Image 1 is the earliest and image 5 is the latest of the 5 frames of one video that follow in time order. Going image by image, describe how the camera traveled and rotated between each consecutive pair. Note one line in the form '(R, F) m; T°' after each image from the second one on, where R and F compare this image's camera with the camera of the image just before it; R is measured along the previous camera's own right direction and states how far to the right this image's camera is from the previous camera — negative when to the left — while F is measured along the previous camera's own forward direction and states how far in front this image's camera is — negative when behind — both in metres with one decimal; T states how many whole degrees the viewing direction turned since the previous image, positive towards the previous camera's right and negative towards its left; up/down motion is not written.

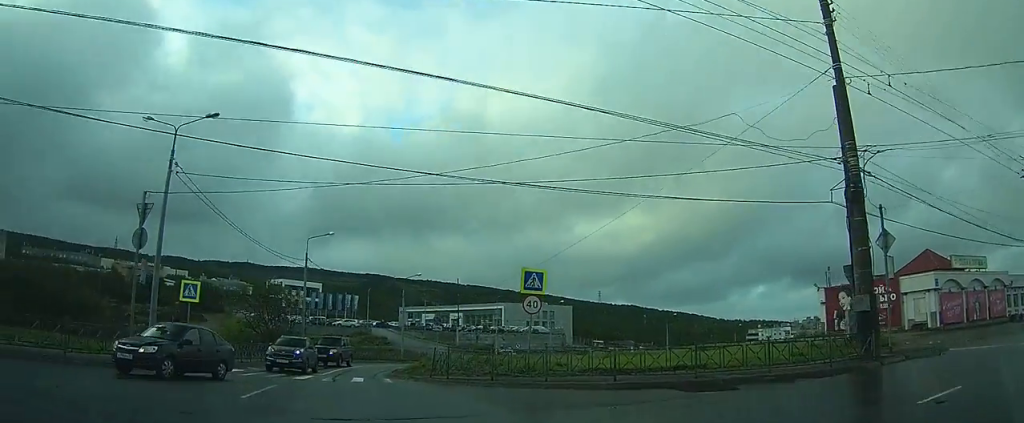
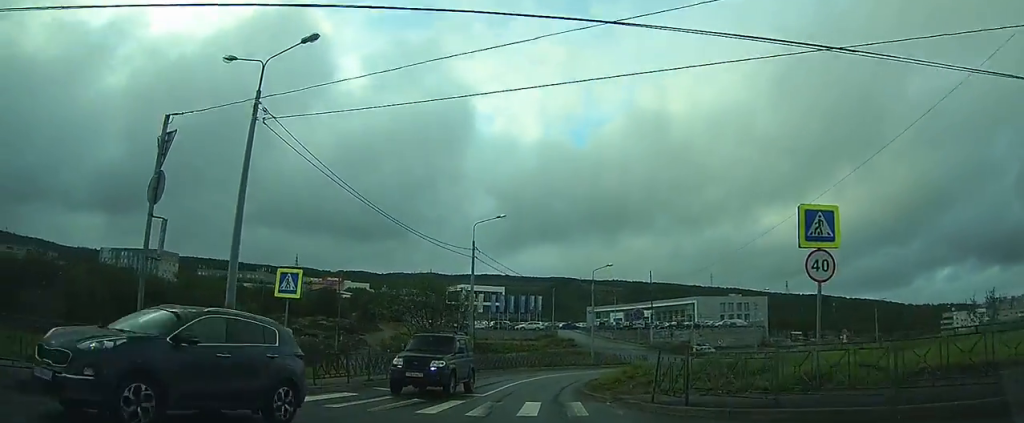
(-3.9, +7.7) m; -35°
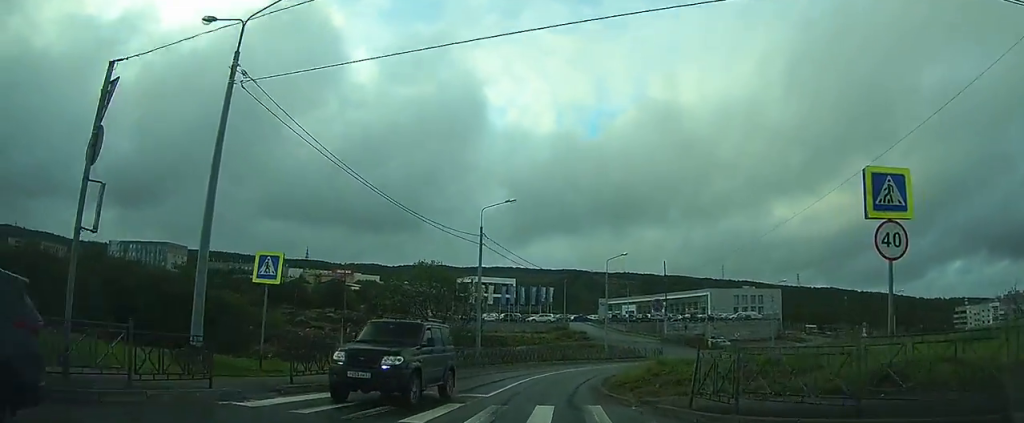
(+0.1, +2.3) m; +1°
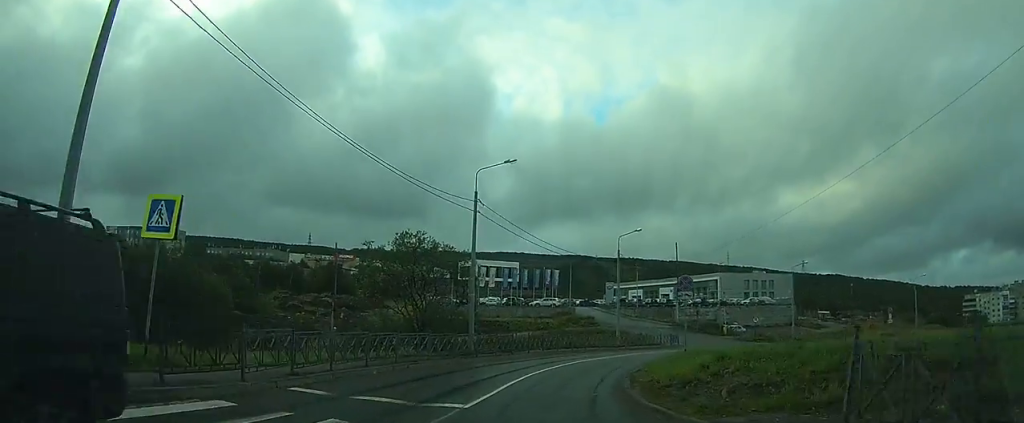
(+0.1, +5.2) m; -1°
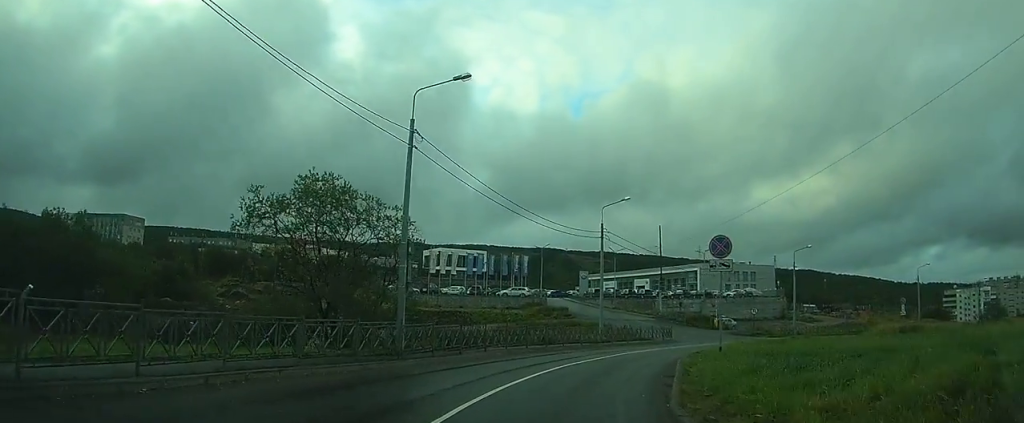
(-0.2, +8.3) m; +3°
